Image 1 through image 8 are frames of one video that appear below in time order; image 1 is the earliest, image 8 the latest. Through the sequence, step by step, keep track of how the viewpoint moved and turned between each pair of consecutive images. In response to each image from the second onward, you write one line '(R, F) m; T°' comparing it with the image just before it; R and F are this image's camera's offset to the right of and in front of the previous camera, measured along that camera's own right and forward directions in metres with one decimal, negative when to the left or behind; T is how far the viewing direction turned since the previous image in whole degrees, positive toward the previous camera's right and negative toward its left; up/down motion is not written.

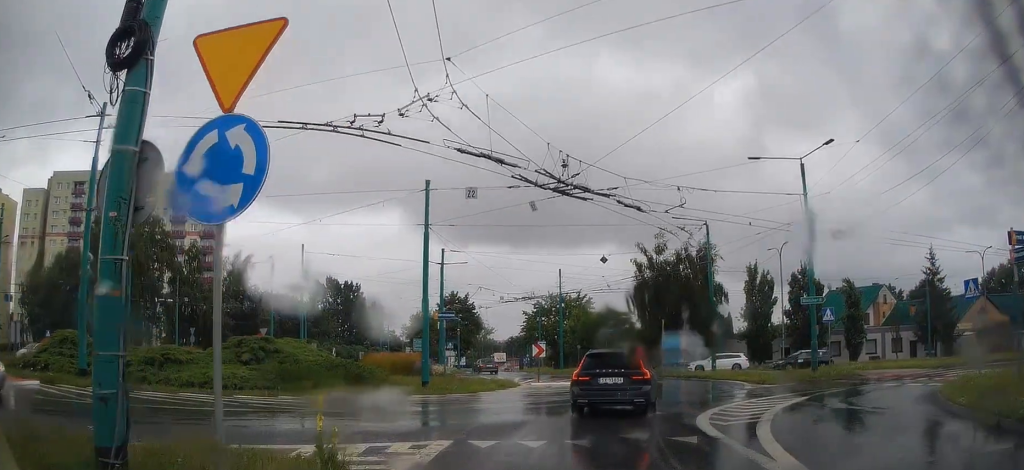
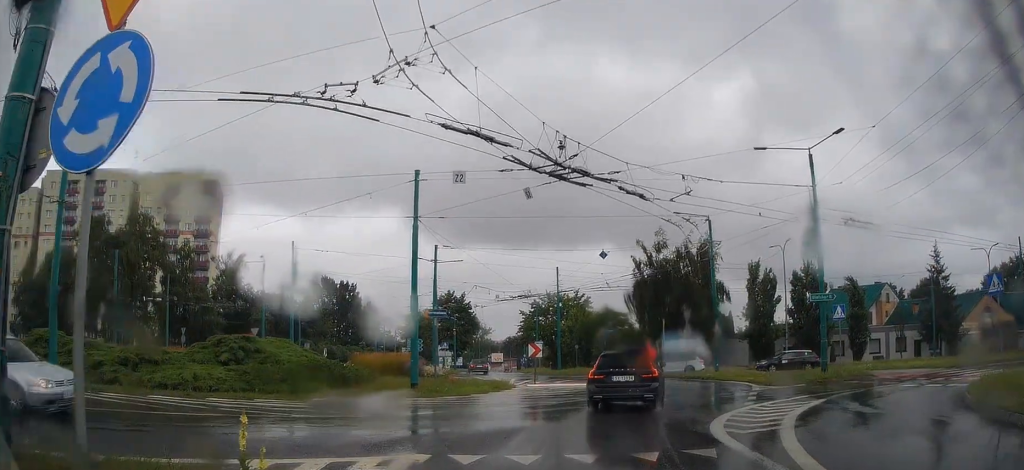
(0.0, +1.3) m; 0°
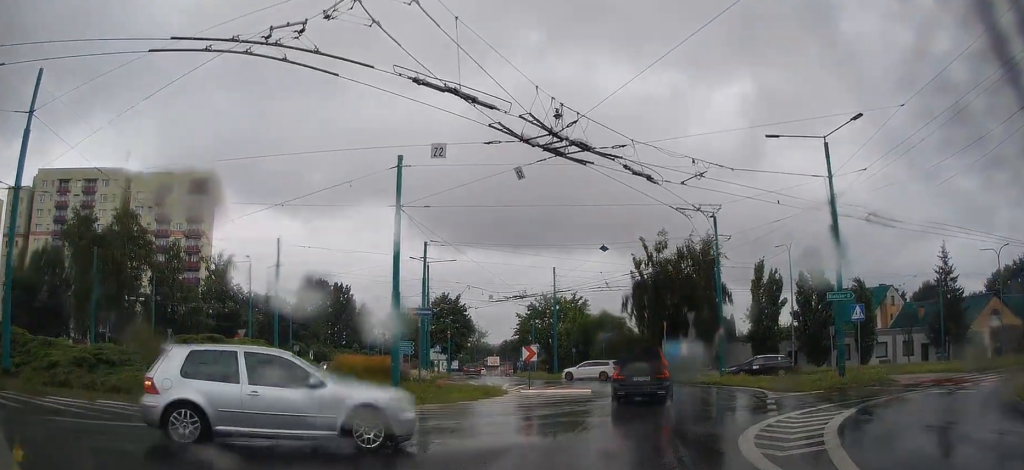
(0.0, +2.1) m; +2°
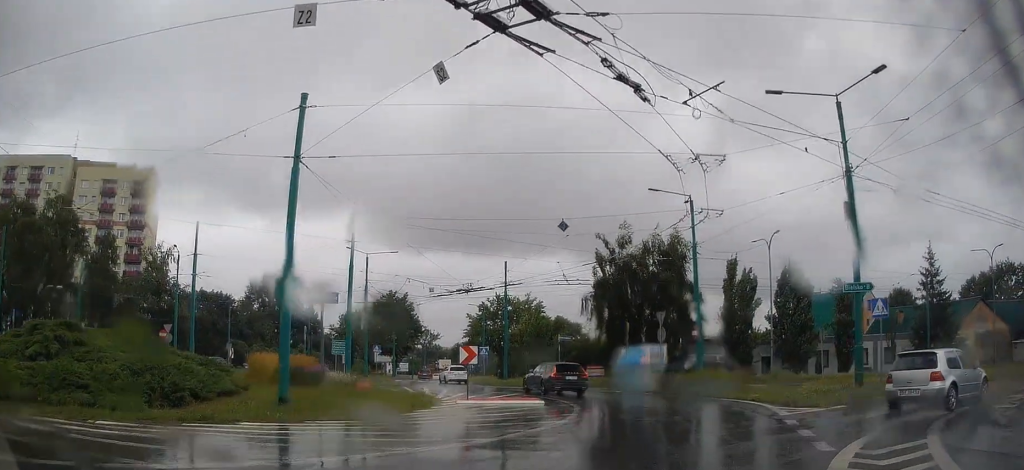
(+0.3, +4.8) m; +7°
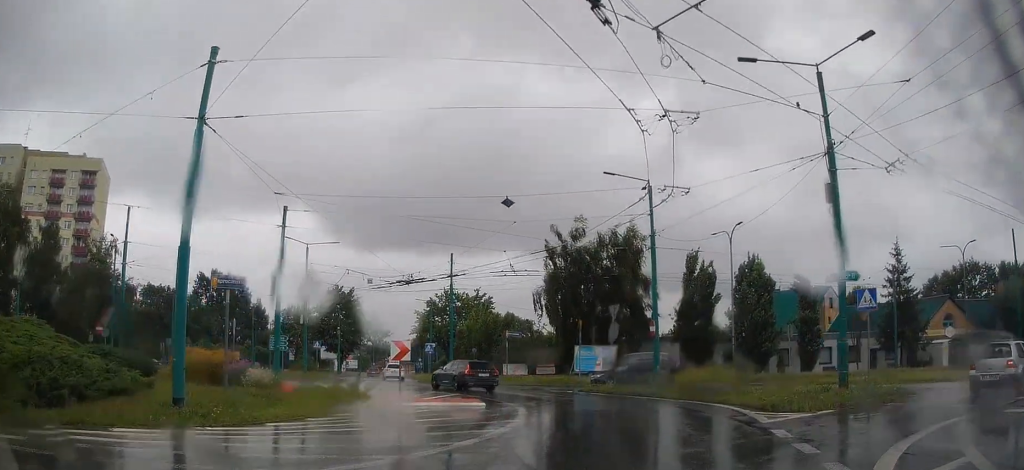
(0.0, +1.7) m; +3°
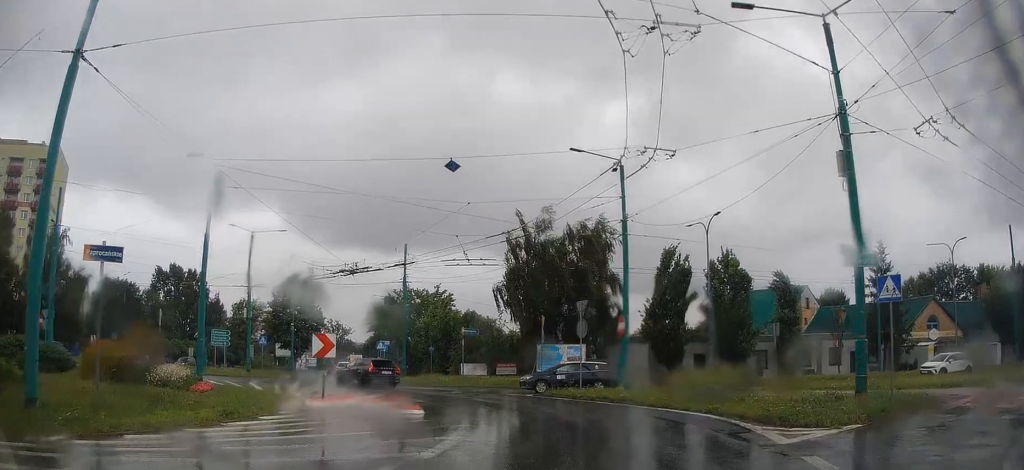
(+0.1, +2.6) m; -1°
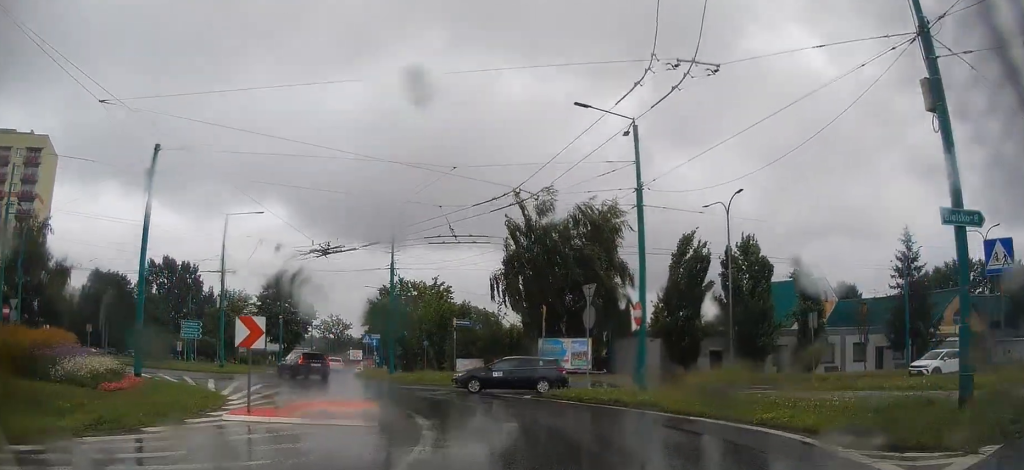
(-0.4, +9.7) m; -7°
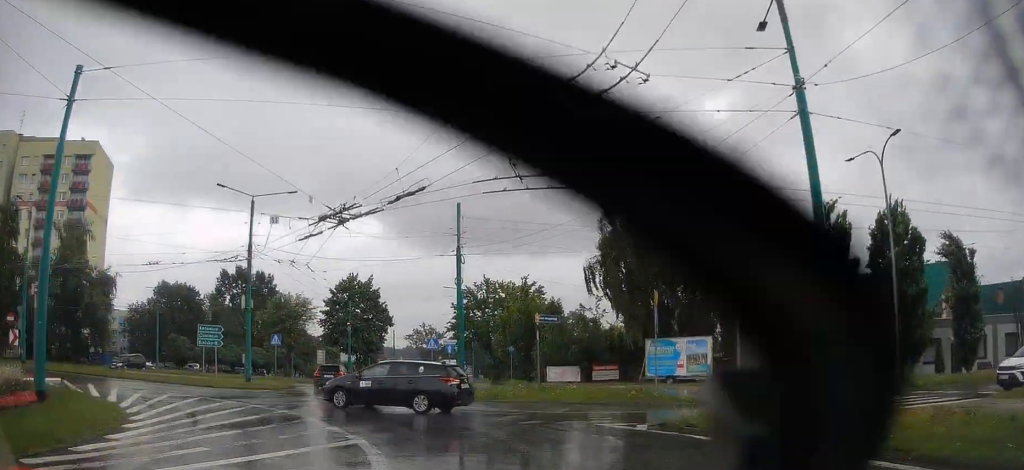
(-0.8, +8.5) m; -12°
